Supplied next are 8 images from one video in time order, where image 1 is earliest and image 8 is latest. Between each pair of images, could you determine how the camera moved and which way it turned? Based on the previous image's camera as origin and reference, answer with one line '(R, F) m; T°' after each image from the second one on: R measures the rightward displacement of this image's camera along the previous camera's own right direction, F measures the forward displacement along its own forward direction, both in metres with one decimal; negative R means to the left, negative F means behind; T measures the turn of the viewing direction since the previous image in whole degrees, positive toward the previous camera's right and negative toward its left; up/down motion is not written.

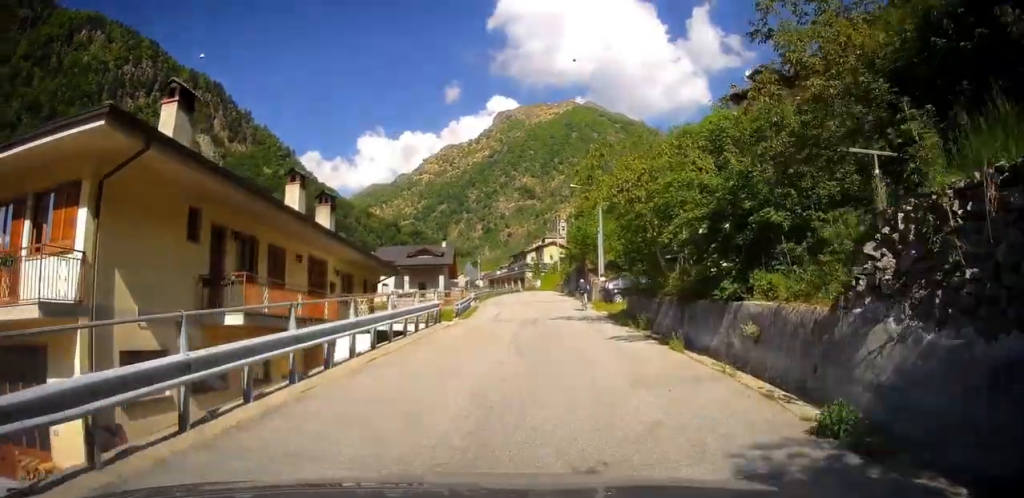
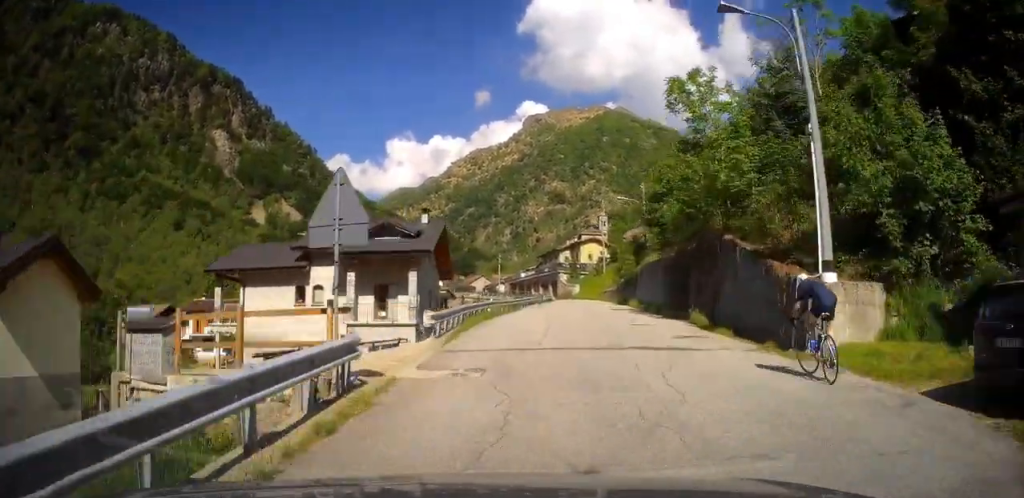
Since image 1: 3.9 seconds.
(-2.5, +30.7) m; -4°
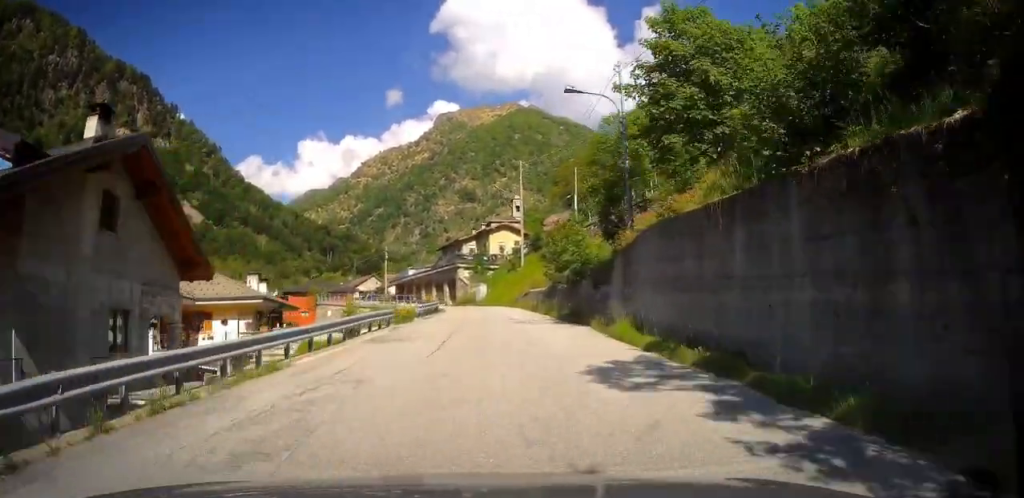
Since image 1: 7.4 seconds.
(+1.6, +27.2) m; +8°
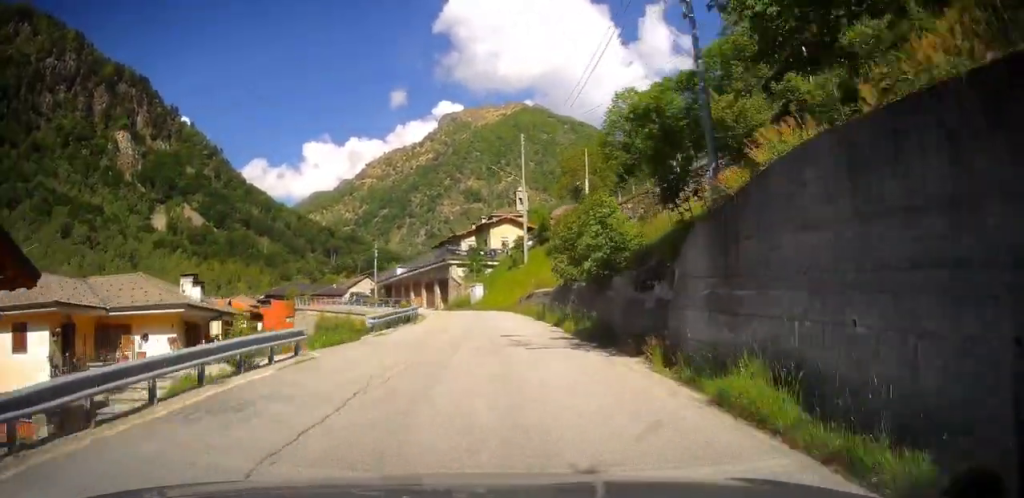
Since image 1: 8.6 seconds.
(+0.4, +9.7) m; 0°
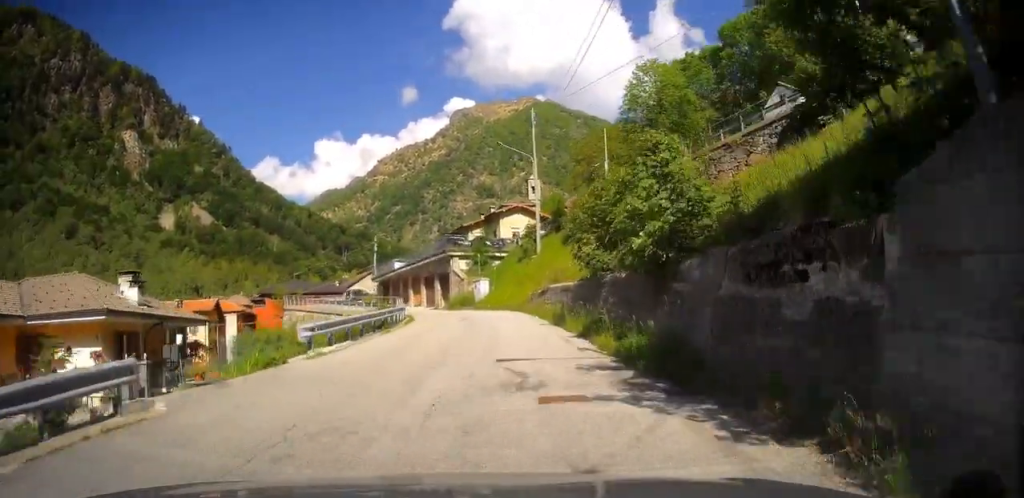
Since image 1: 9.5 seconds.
(+0.2, +7.0) m; -1°
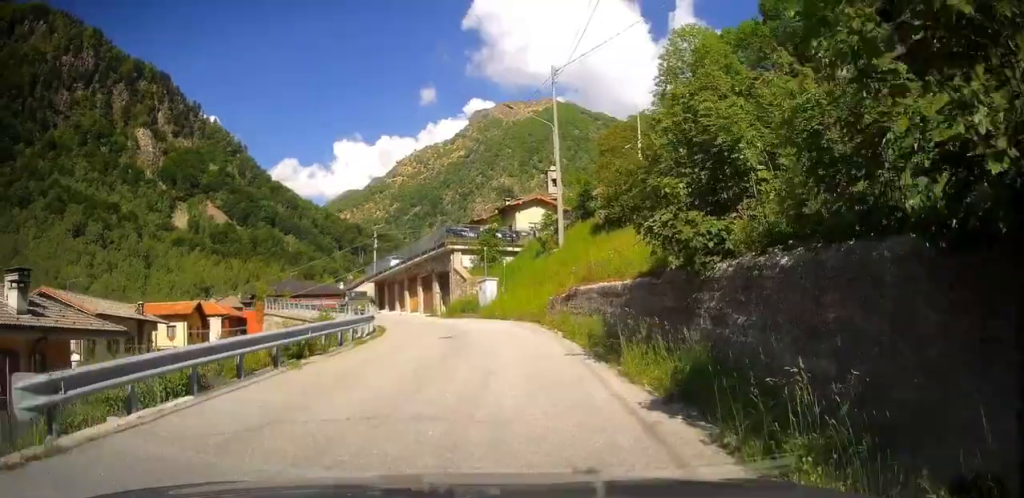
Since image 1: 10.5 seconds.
(-0.3, +8.6) m; -4°
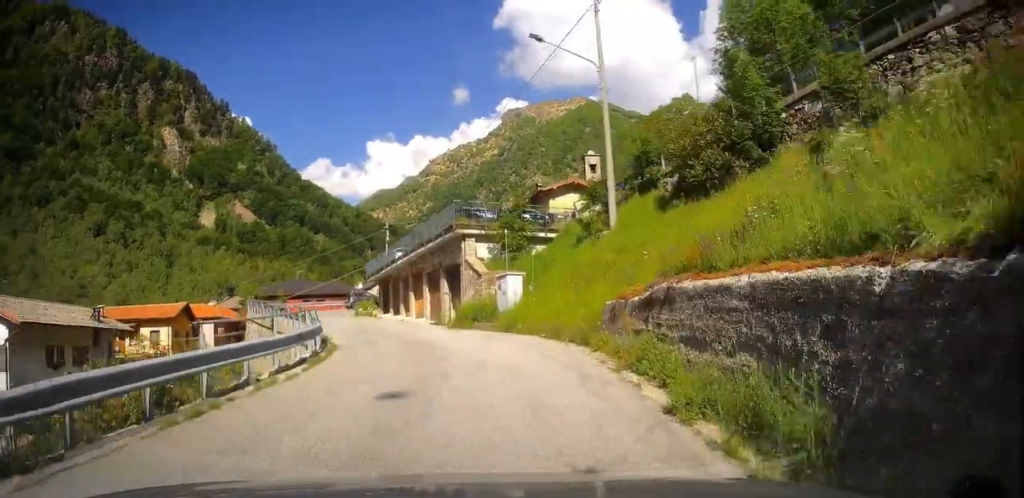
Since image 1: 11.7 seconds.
(-0.2, +9.1) m; -5°
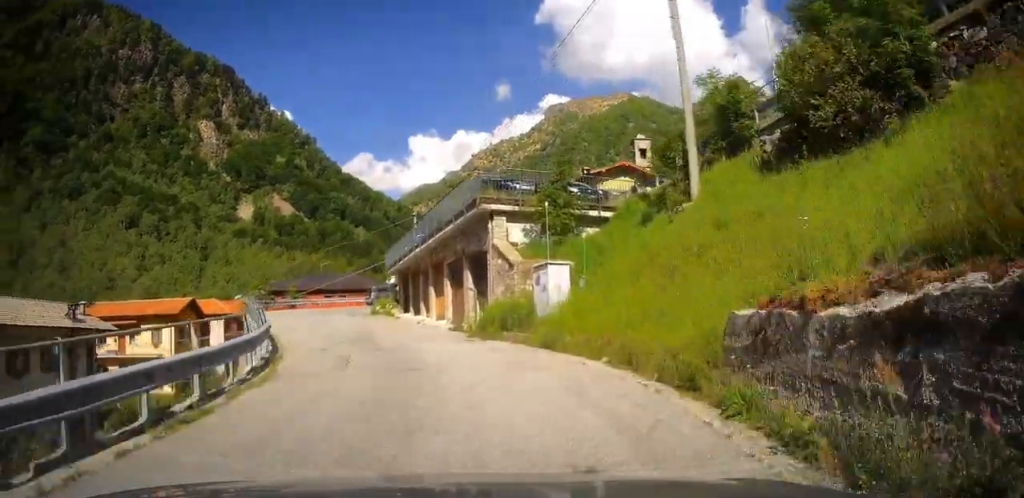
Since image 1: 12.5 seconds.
(-0.2, +6.3) m; -5°
